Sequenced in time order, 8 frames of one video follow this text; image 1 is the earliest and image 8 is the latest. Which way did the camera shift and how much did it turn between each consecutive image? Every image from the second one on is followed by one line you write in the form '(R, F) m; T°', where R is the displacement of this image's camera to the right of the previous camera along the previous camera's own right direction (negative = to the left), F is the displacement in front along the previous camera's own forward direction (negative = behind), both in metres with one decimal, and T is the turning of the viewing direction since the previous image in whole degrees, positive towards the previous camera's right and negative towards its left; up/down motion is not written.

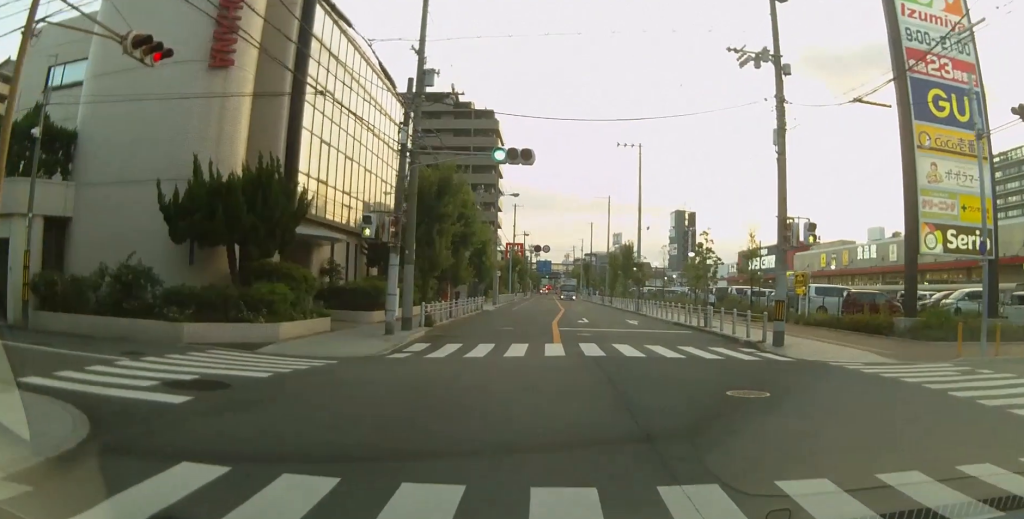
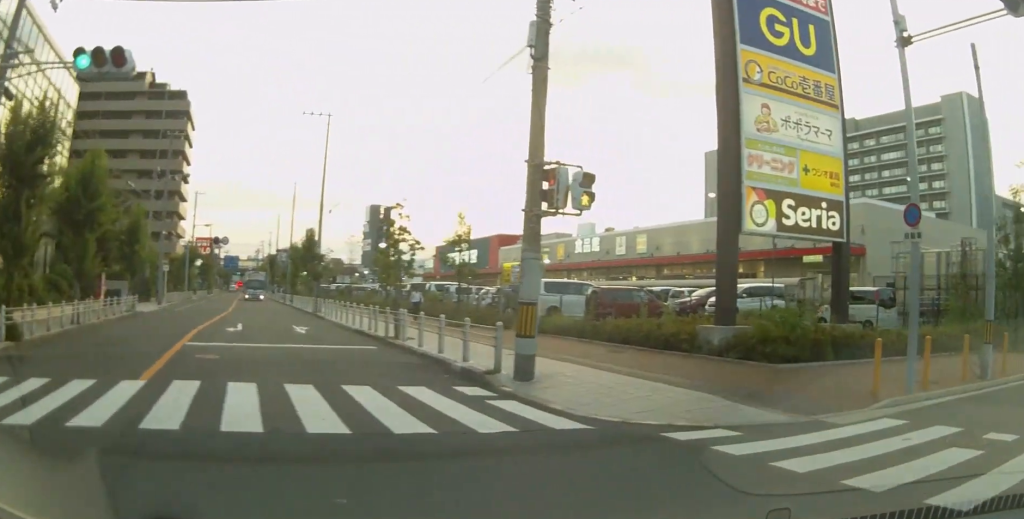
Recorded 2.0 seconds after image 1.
(+1.3, +9.9) m; +24°
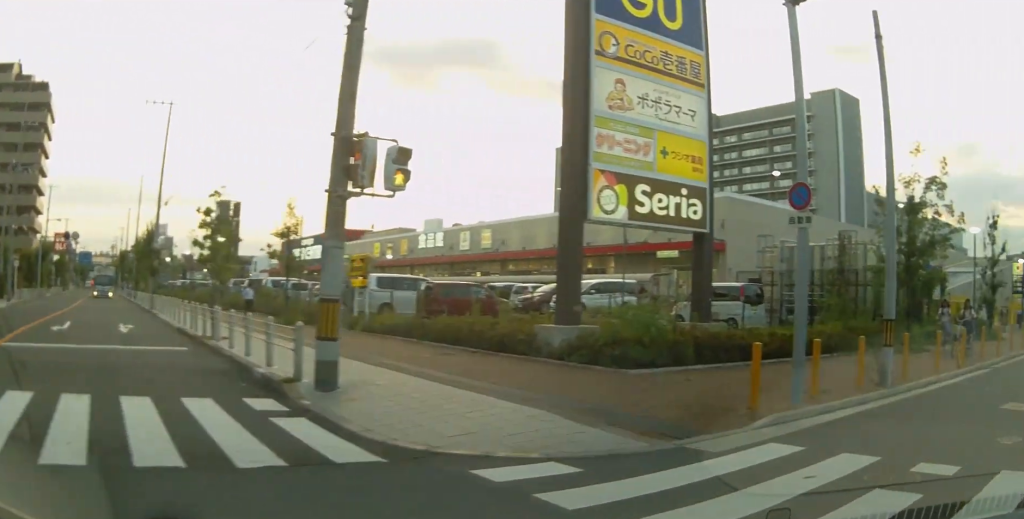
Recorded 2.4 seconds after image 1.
(0.0, +2.0) m; +11°
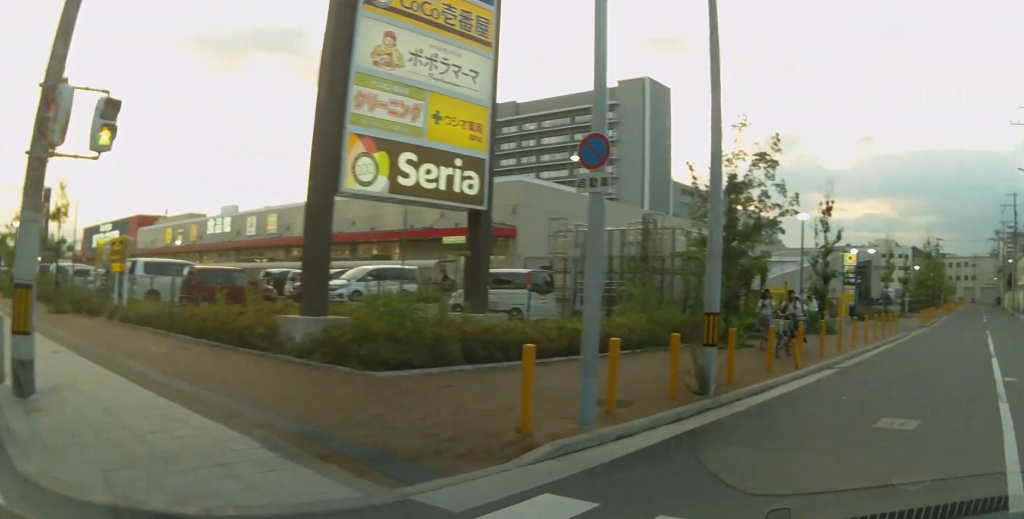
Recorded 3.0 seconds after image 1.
(+0.4, +2.2) m; +14°
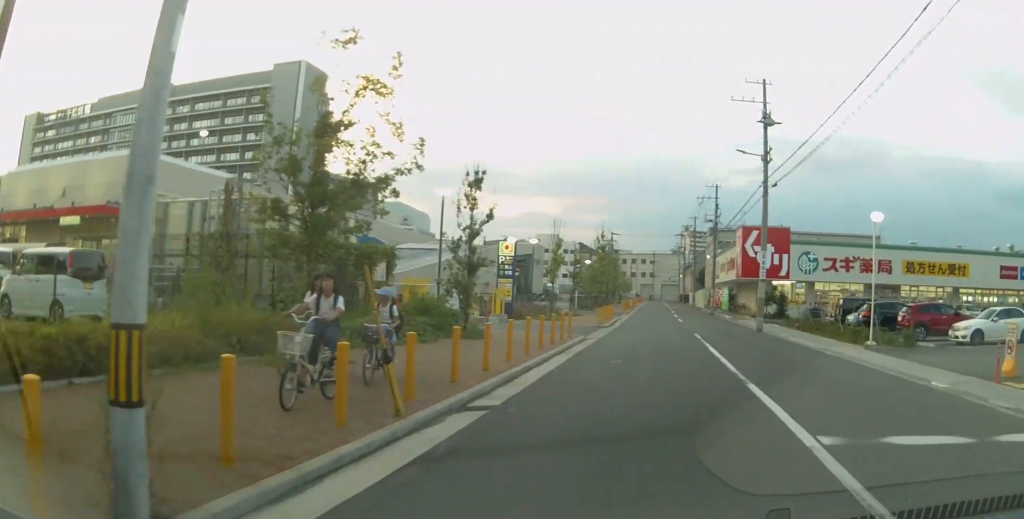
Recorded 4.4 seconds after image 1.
(+1.6, +5.5) m; +27°
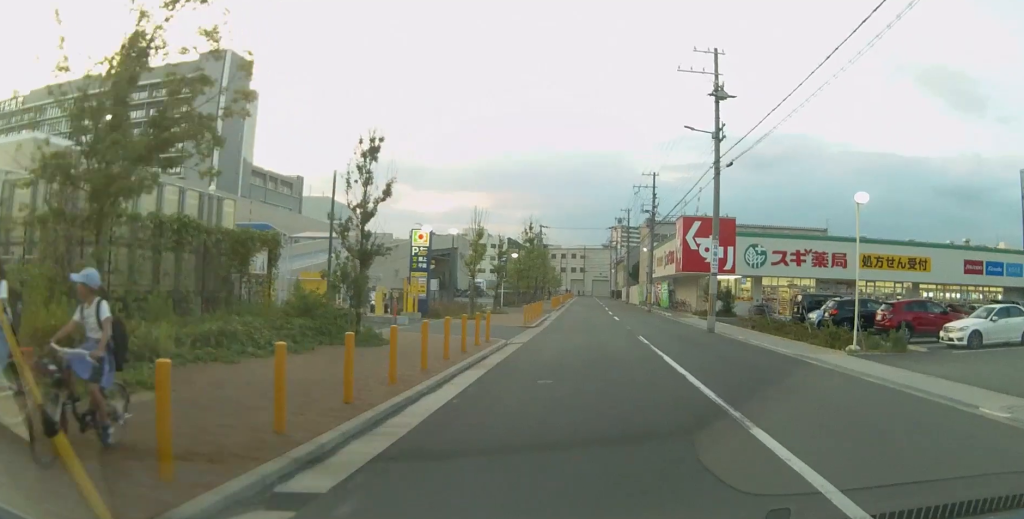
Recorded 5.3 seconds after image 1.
(+0.4, +4.0) m; +6°
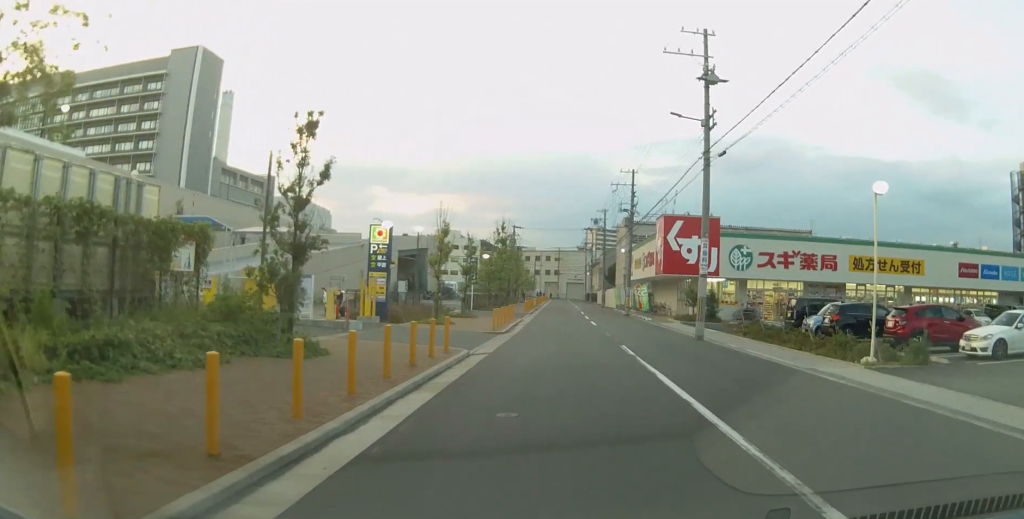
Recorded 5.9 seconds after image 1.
(+0.1, +2.8) m; +2°
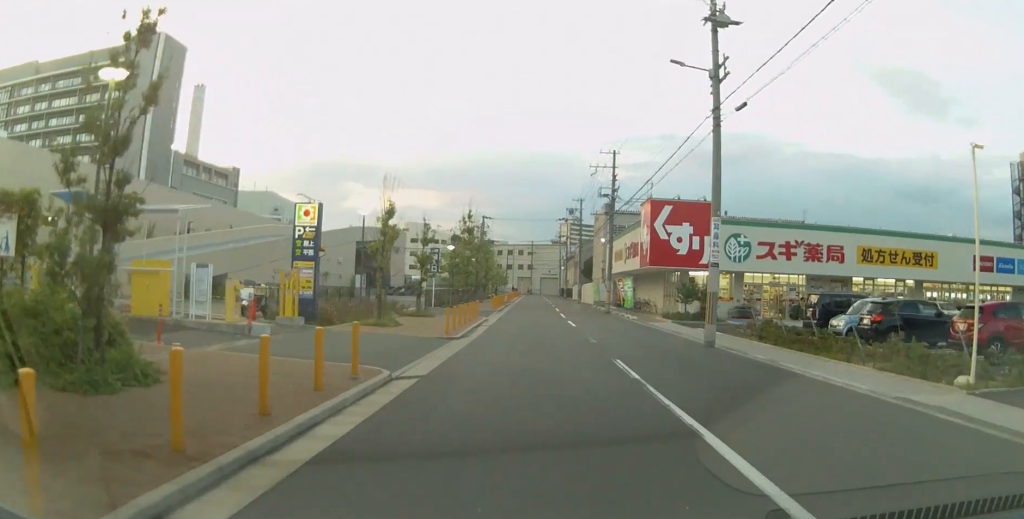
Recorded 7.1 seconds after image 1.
(+0.2, +5.8) m; +2°
